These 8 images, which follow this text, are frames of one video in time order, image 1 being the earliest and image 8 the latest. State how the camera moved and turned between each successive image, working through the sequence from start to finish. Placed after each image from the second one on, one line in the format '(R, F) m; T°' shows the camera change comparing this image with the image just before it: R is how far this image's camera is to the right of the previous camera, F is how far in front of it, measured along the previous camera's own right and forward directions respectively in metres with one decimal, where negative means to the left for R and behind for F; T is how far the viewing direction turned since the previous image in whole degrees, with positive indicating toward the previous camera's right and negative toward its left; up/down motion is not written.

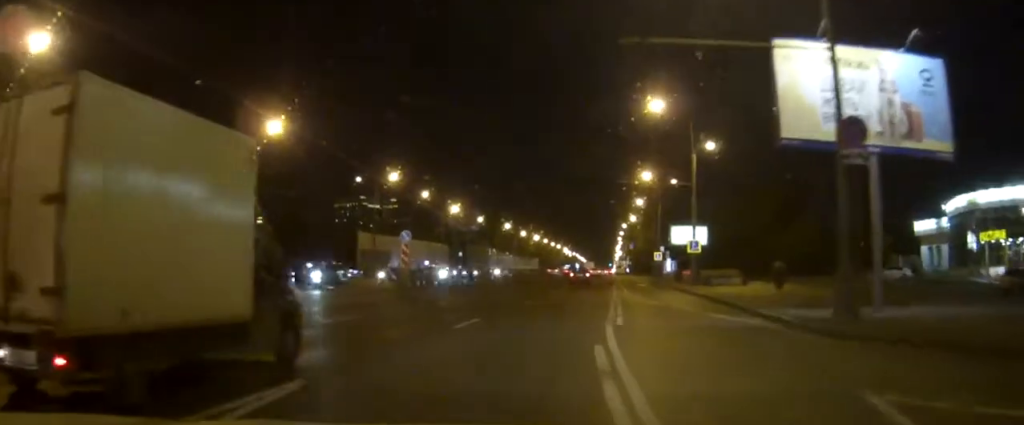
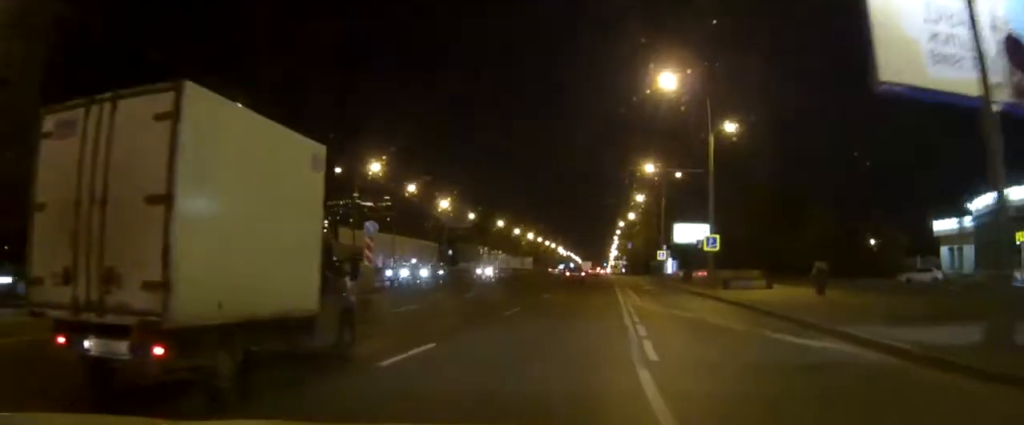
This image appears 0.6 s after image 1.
(0.0, +6.9) m; 0°
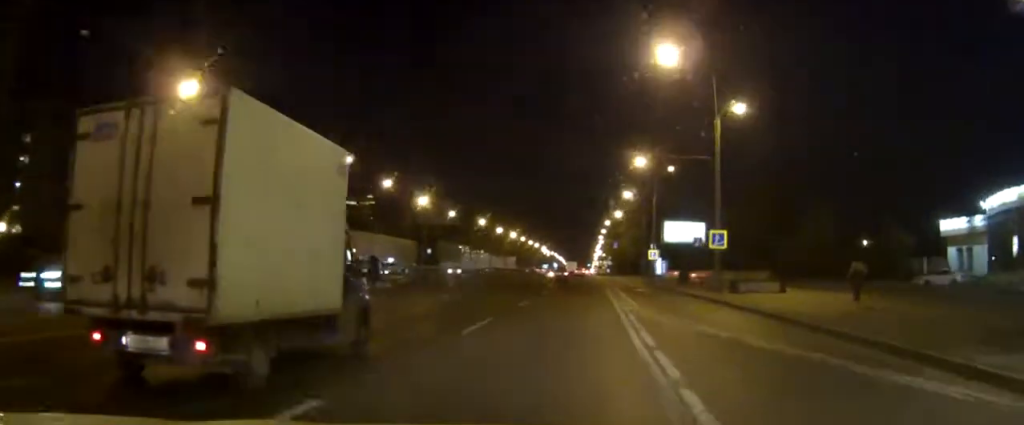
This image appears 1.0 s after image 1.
(0.0, +5.7) m; +1°
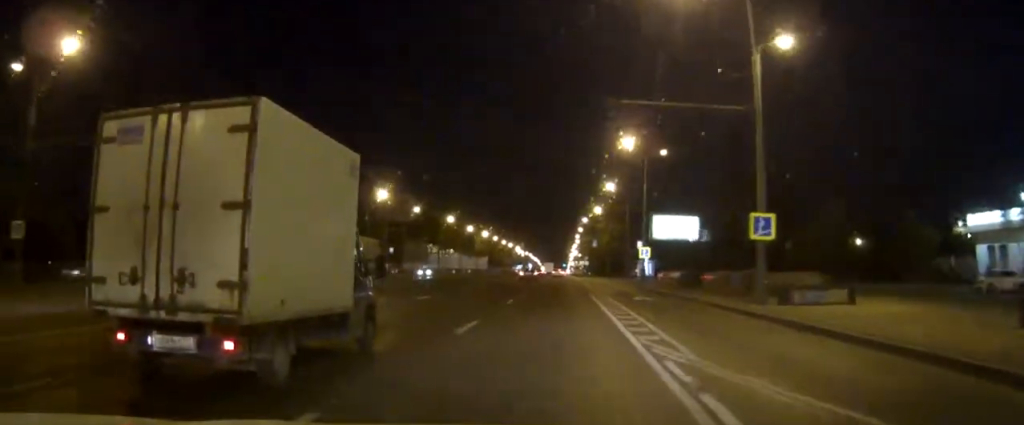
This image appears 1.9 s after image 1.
(+0.1, +11.9) m; +1°
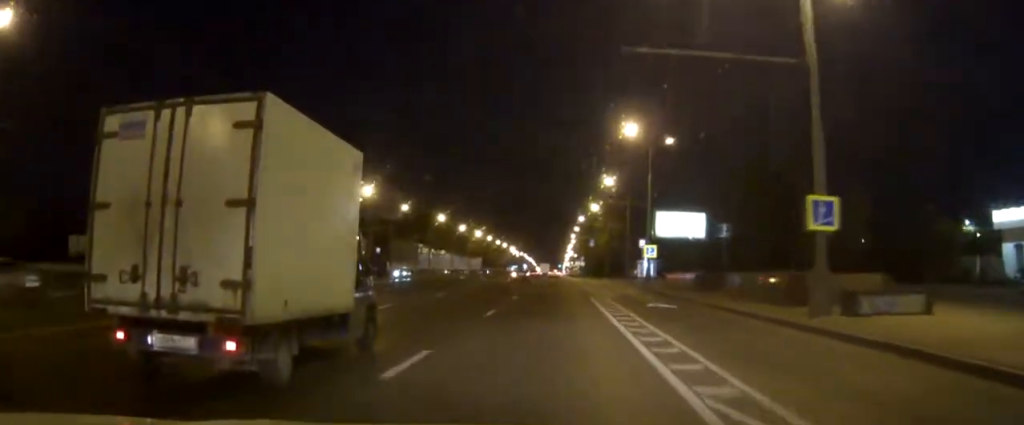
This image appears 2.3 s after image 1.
(0.0, +6.2) m; +1°
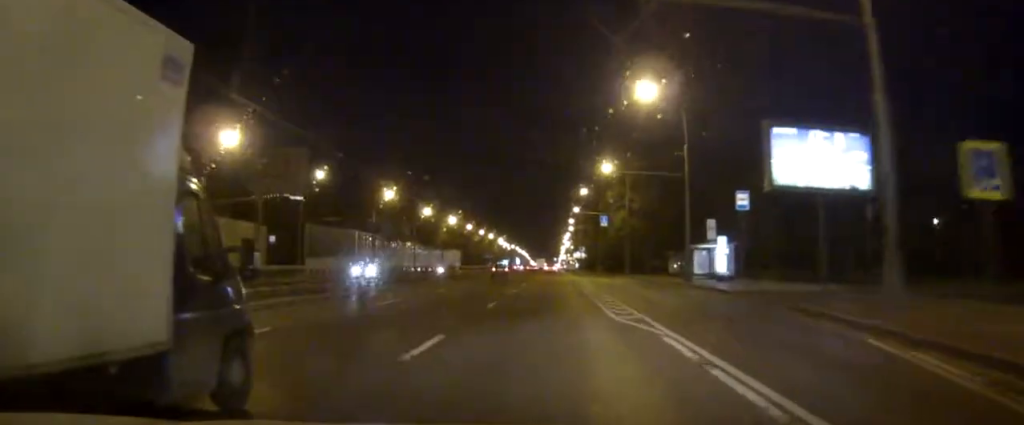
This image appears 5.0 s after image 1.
(+1.0, +45.0) m; +2°
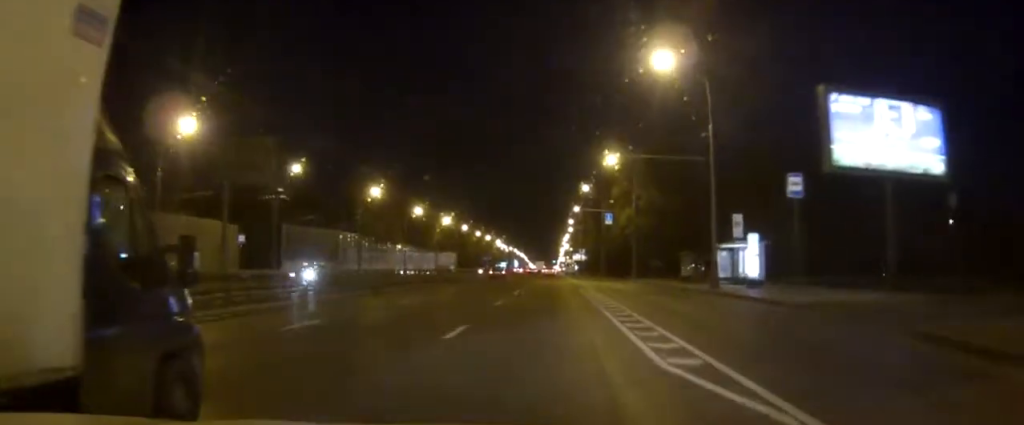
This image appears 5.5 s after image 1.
(0.0, +8.3) m; 0°
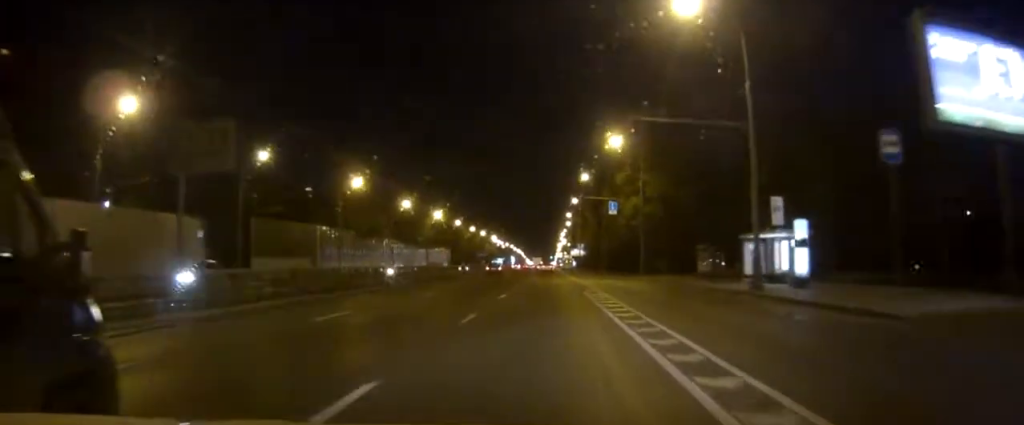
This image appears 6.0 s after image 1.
(0.0, +8.9) m; 0°
